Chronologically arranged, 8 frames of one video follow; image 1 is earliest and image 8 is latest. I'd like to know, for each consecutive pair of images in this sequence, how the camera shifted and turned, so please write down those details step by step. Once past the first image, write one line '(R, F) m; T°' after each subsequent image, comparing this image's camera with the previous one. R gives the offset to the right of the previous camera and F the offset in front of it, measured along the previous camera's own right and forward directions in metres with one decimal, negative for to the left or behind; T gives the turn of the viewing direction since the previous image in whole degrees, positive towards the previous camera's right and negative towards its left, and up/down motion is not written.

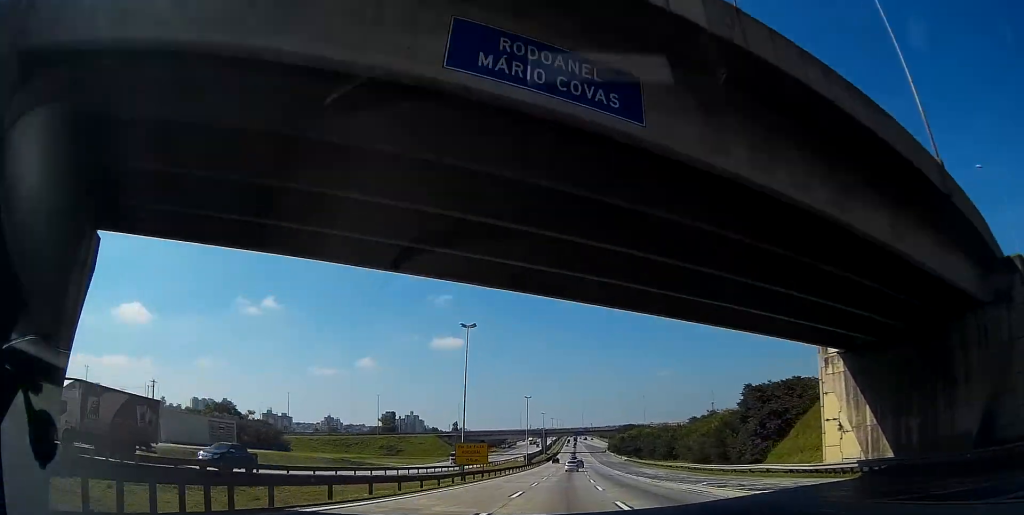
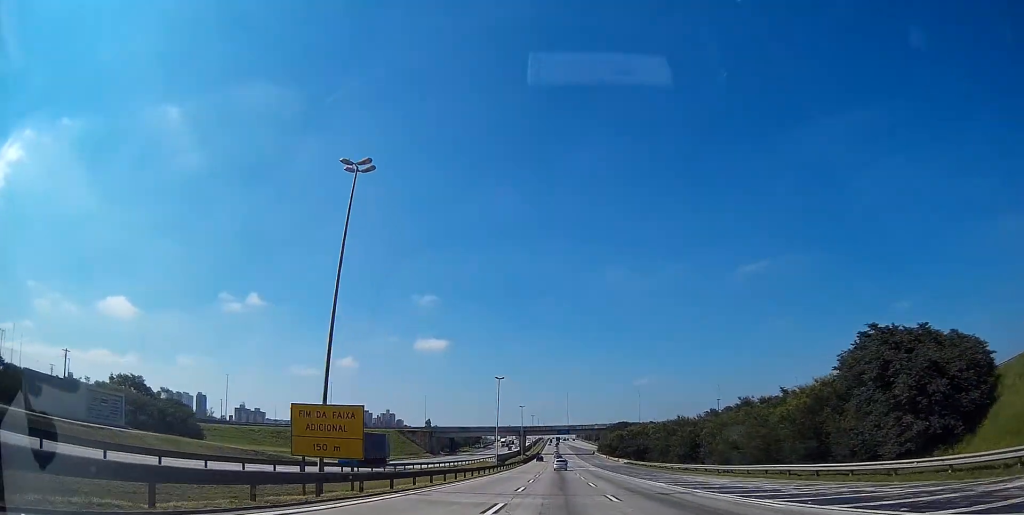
(+1.2, +33.4) m; +3°
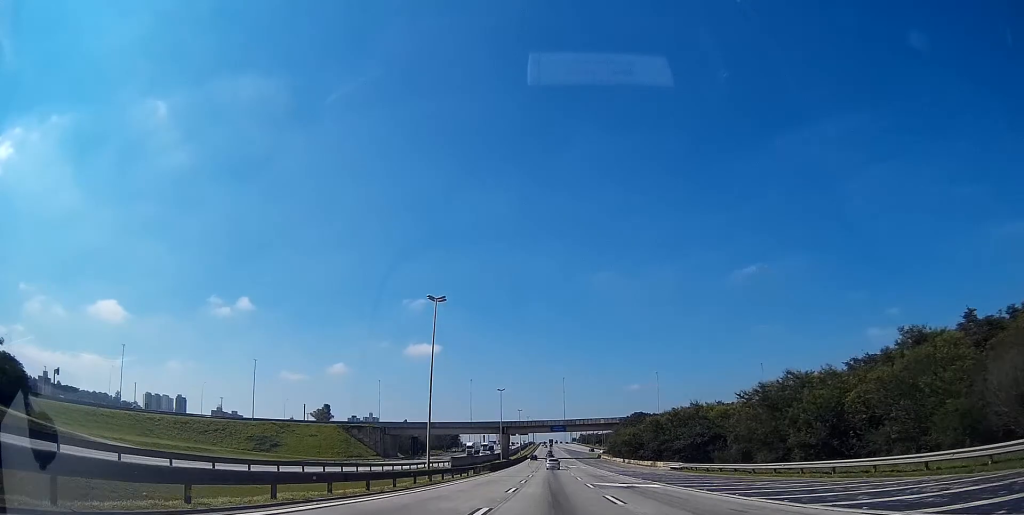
(+1.4, +52.0) m; +2°
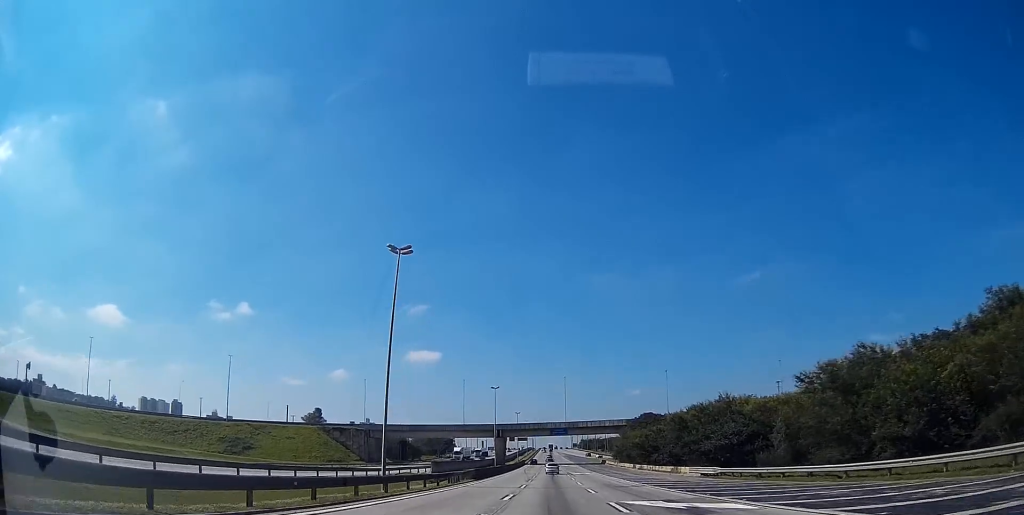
(0.0, +14.0) m; 0°
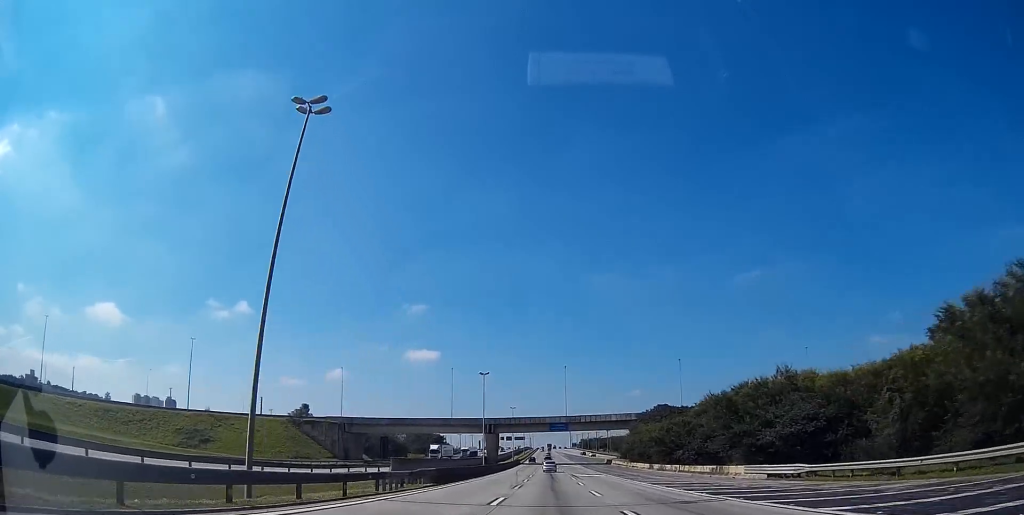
(0.0, +17.8) m; 0°
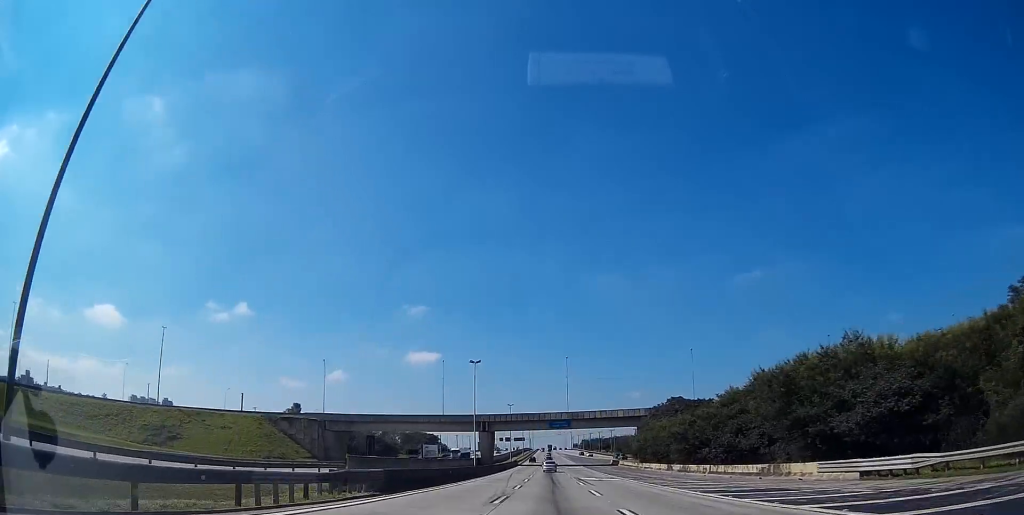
(0.0, +12.4) m; 0°
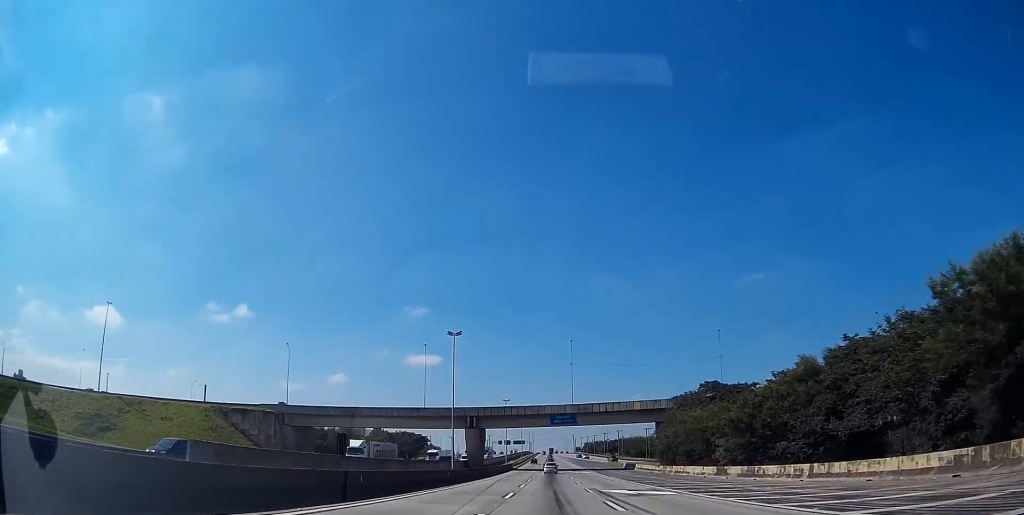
(+0.1, +21.3) m; 0°
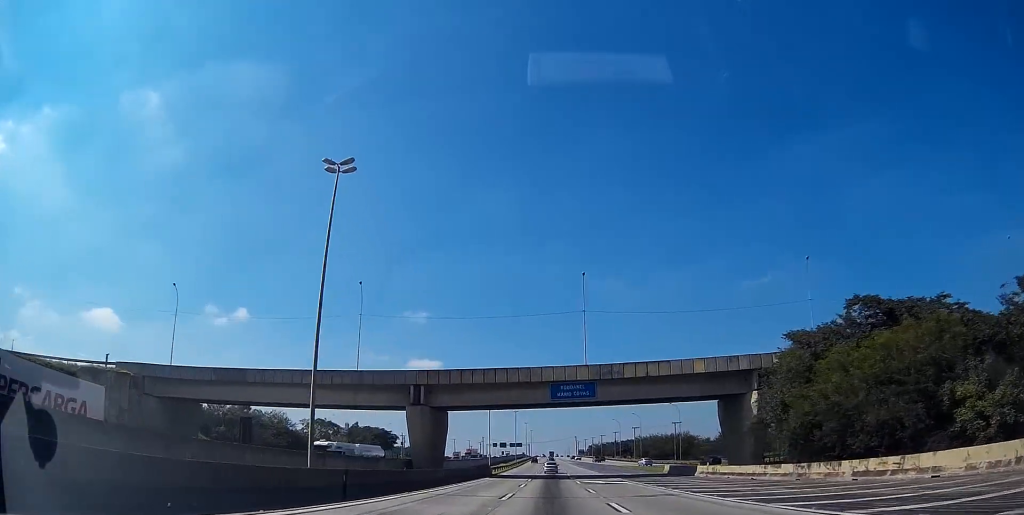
(+0.1, +43.3) m; 0°
